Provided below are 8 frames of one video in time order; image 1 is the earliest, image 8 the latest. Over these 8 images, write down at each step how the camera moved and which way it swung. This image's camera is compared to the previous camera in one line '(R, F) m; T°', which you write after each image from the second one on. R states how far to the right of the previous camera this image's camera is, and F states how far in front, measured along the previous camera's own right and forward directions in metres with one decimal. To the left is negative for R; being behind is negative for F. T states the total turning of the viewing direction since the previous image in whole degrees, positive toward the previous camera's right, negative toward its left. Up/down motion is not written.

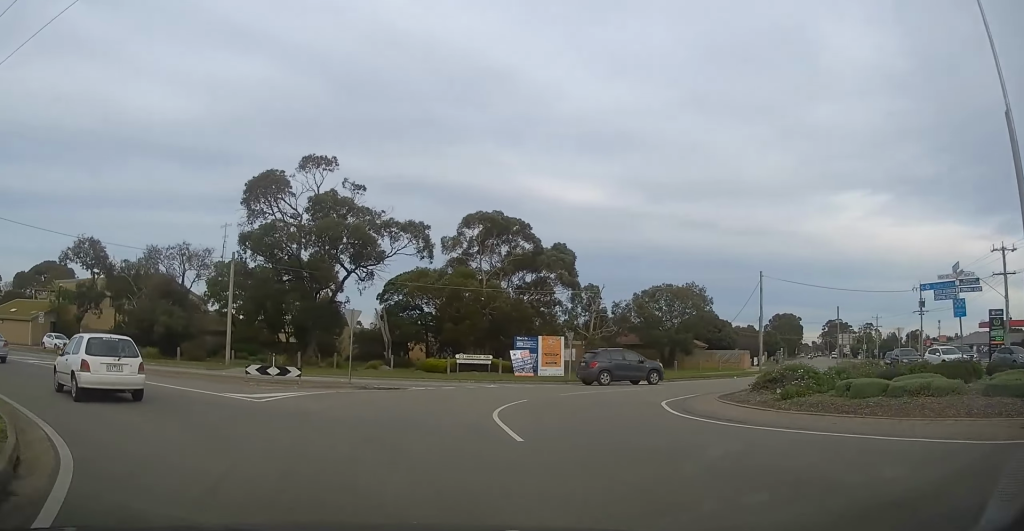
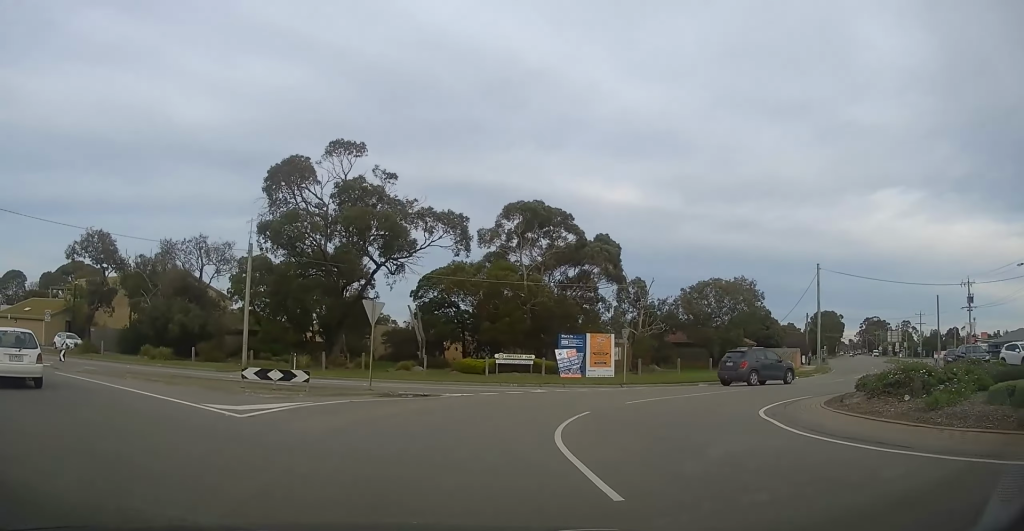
(-0.1, +3.6) m; +1°
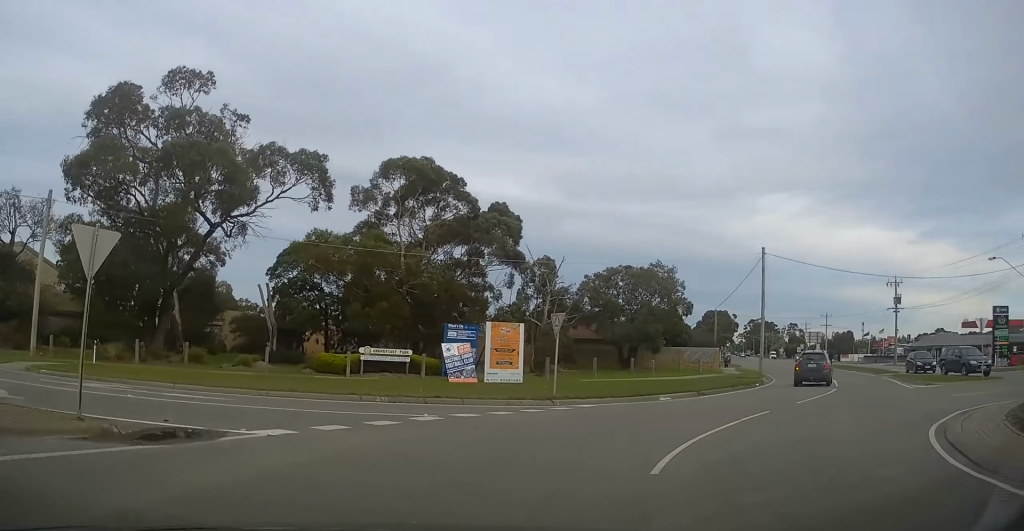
(+0.5, +9.4) m; +14°
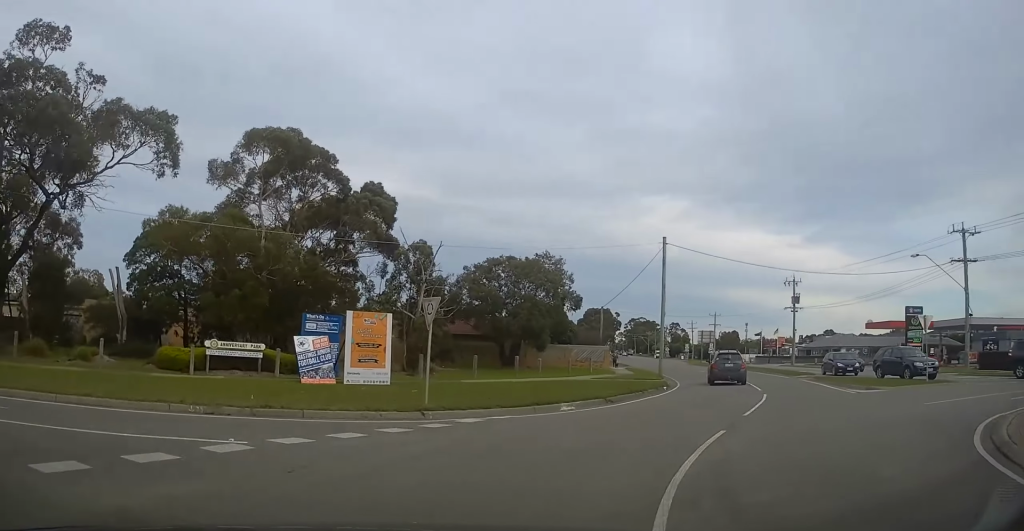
(-0.1, +4.0) m; +8°
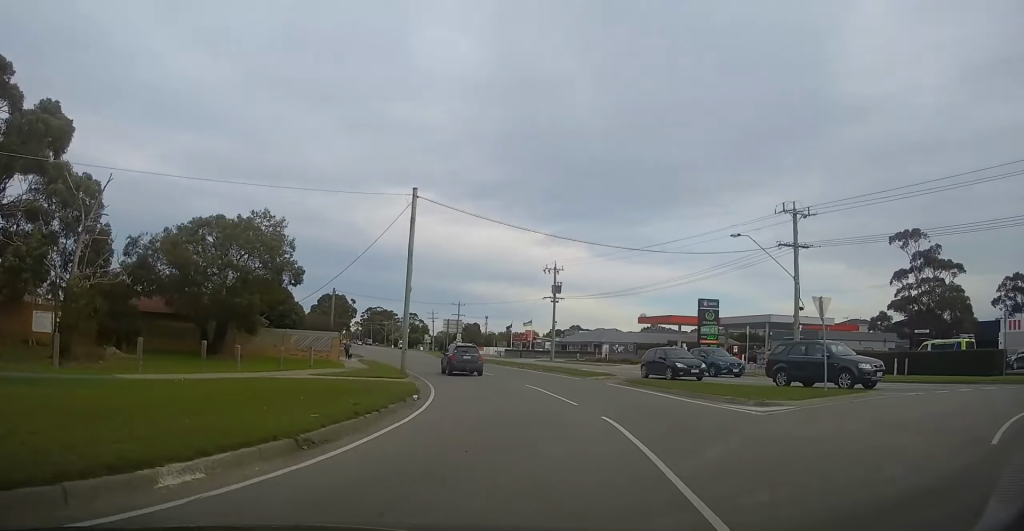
(+1.9, +9.9) m; +18°
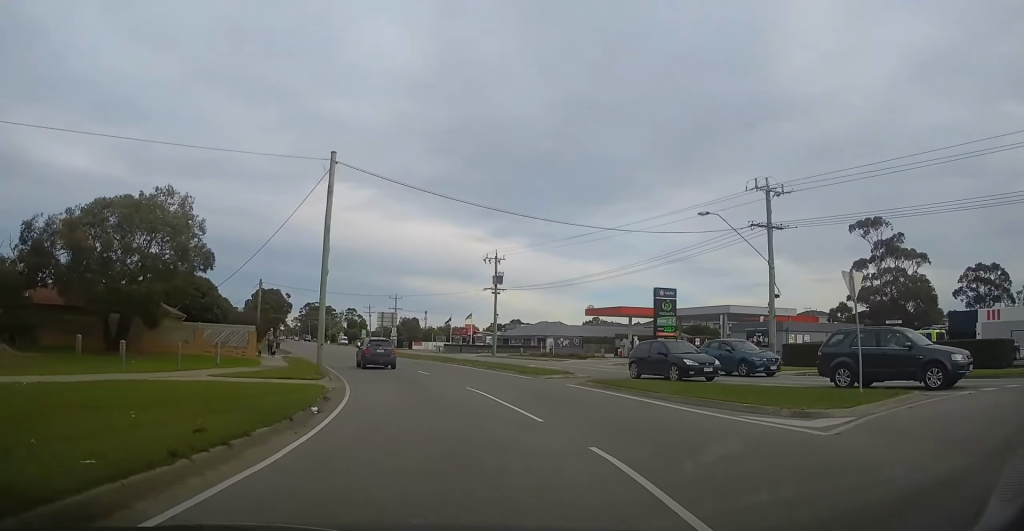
(+0.6, +4.9) m; +3°
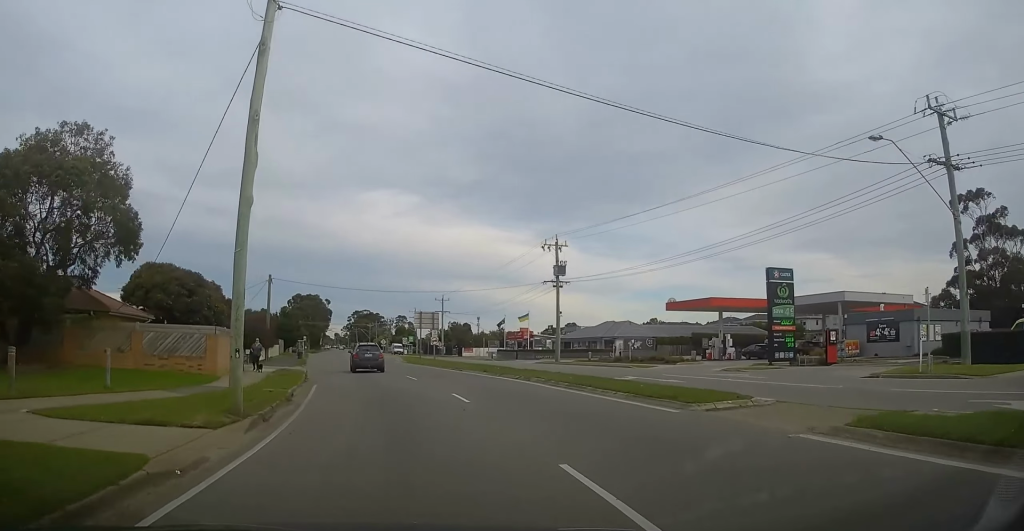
(+0.5, +12.6) m; -1°
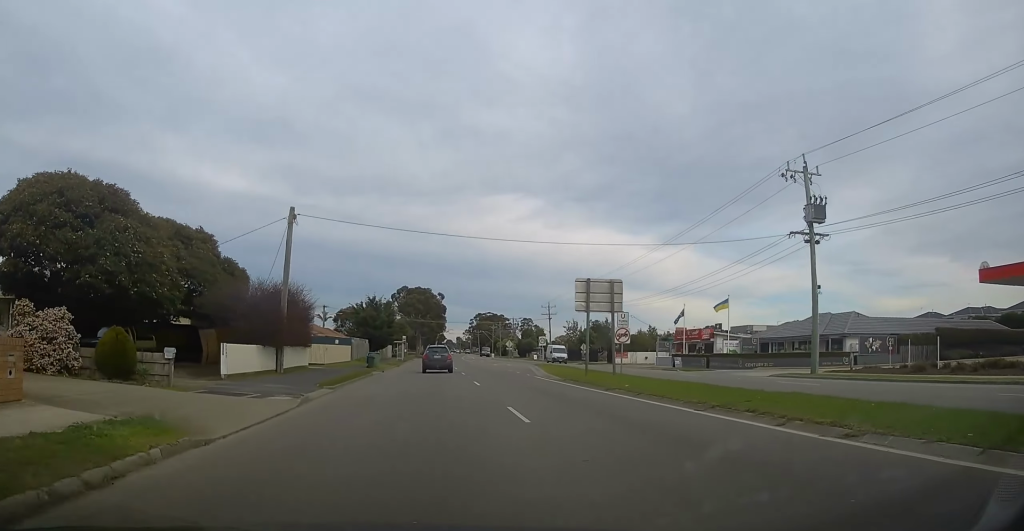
(-2.0, +27.4) m; -8°
